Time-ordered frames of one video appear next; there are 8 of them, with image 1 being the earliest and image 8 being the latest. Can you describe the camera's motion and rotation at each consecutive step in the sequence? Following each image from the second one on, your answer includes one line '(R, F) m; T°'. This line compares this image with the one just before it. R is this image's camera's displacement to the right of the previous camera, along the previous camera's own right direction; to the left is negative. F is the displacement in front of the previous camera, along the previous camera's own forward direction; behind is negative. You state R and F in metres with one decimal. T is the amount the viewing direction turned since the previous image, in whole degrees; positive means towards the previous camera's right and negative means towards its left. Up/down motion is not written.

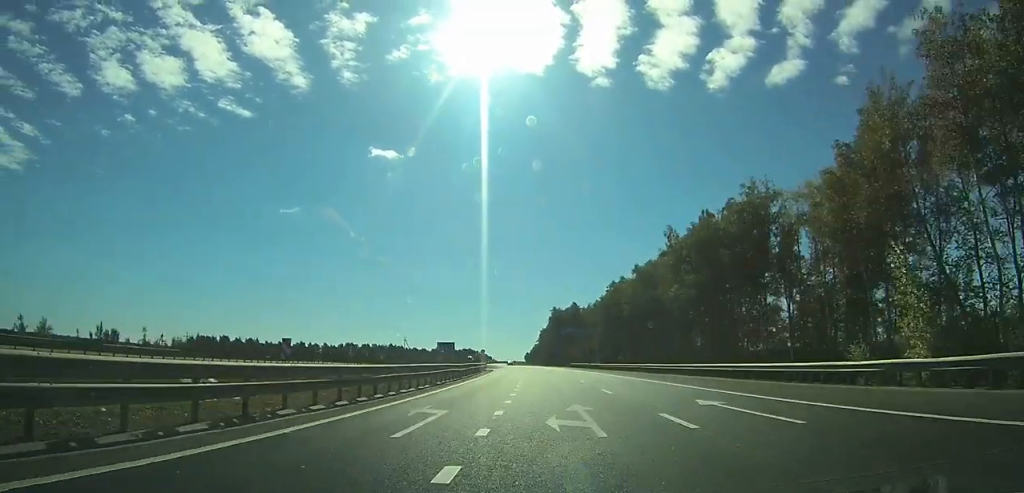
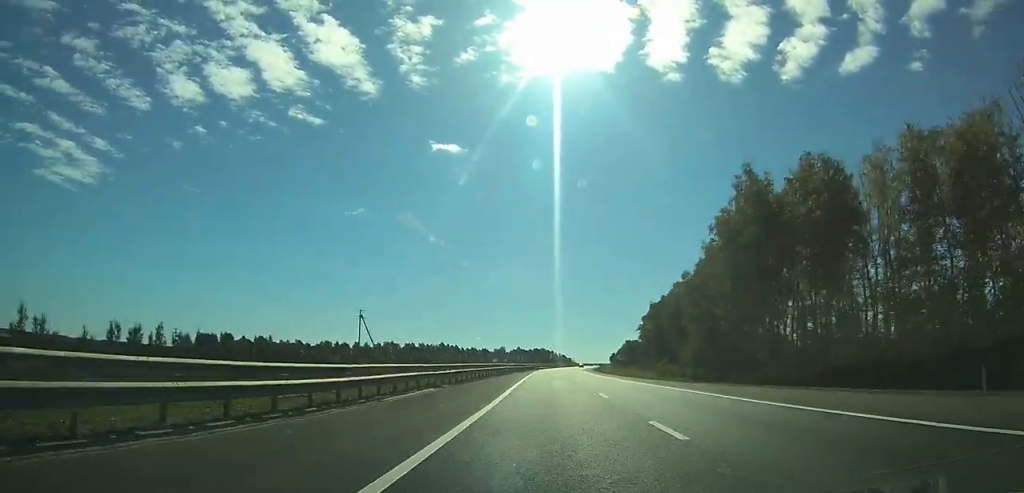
(-10.5, +154.1) m; -7°
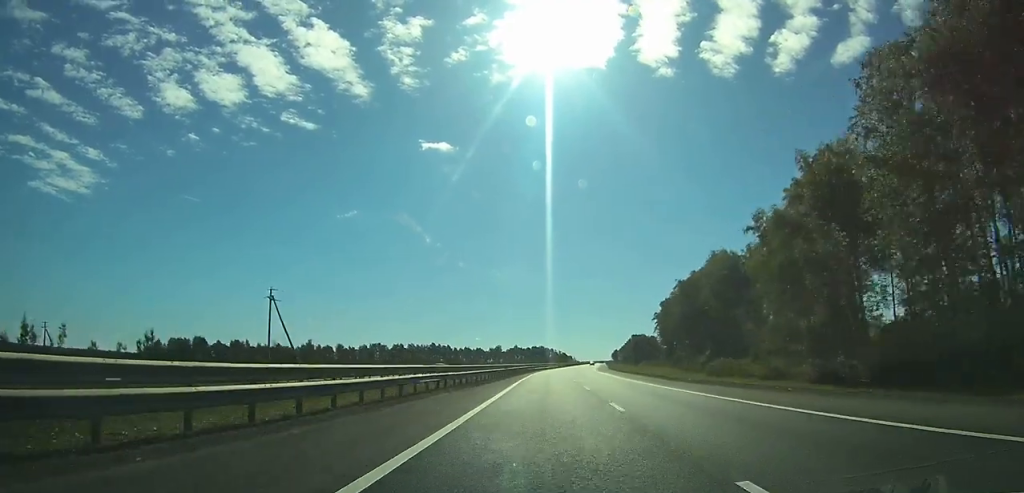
(-0.5, +41.4) m; -1°
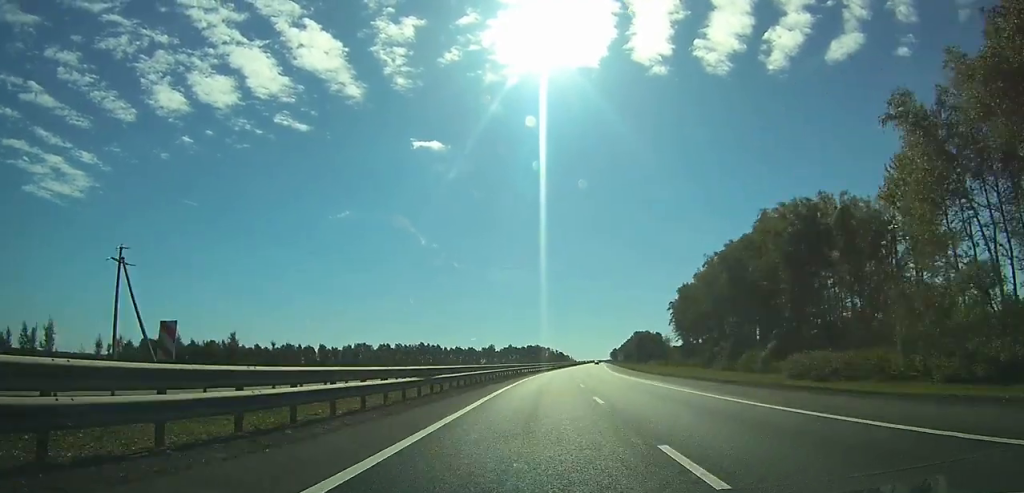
(-0.1, +32.8) m; 0°
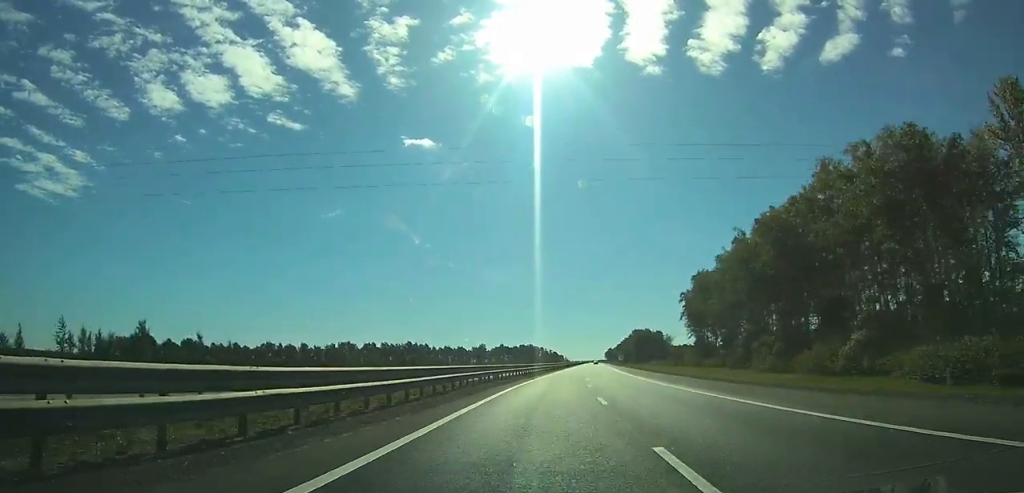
(+0.1, +23.9) m; +1°
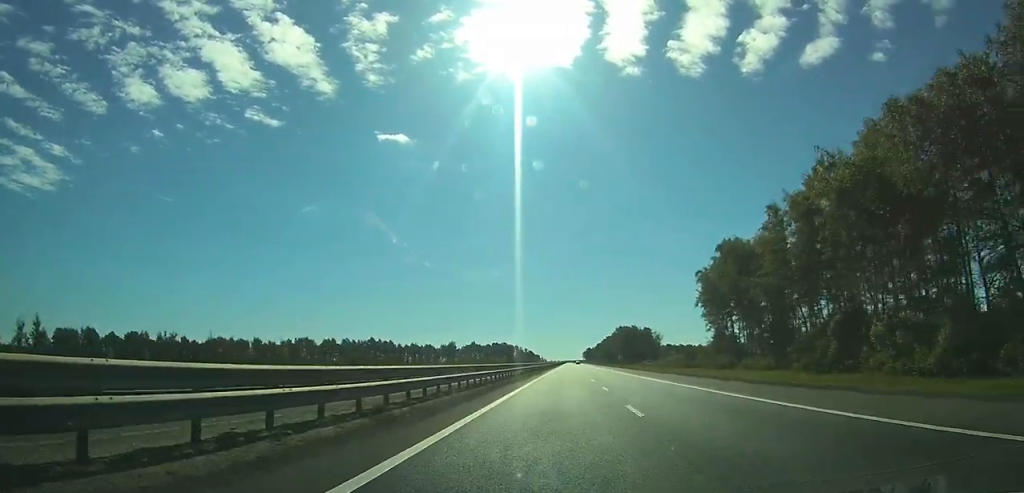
(0.0, +38.9) m; +1°
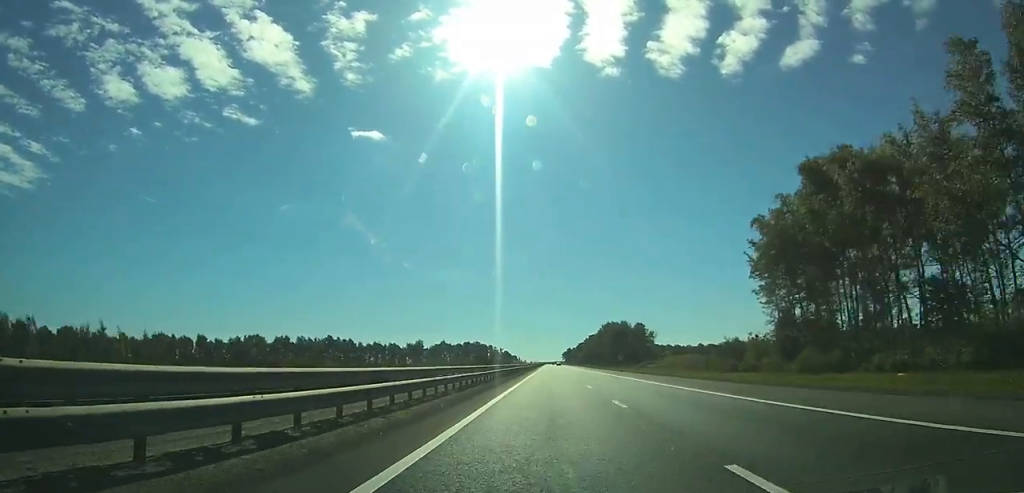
(+1.2, +45.1) m; +2°
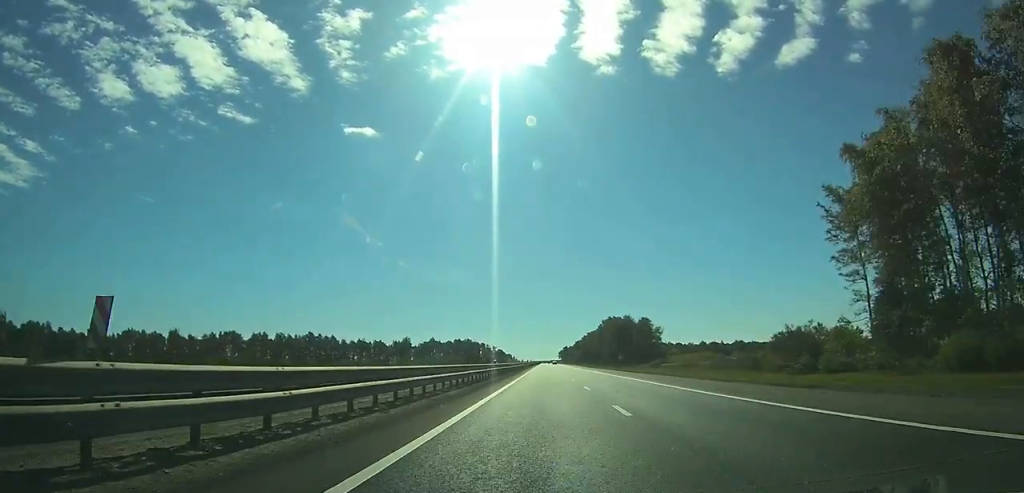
(+0.3, +26.4) m; +1°
